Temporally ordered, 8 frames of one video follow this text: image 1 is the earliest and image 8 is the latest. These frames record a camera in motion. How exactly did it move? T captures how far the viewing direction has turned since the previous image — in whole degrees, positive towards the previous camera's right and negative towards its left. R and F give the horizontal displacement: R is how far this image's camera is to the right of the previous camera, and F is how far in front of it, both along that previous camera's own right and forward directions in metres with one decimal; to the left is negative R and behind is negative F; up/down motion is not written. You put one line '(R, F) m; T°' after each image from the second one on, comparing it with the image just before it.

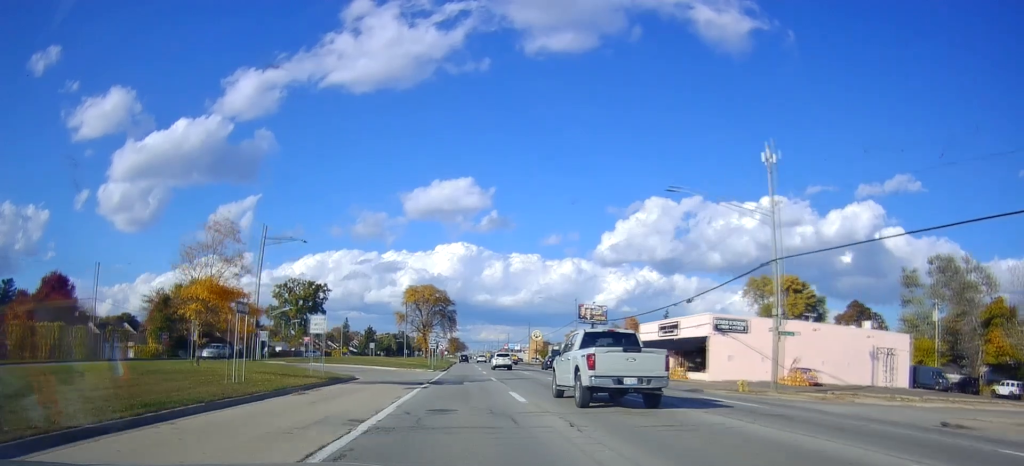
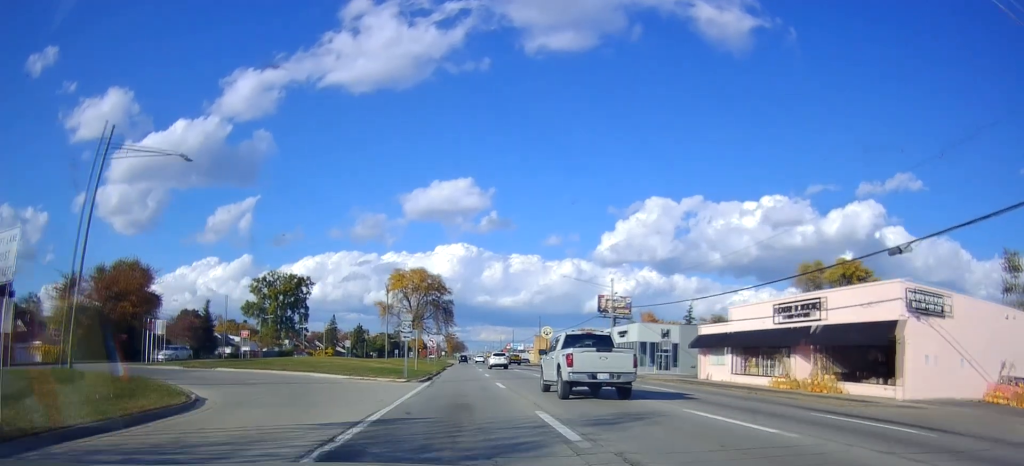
(-0.3, +23.5) m; 0°
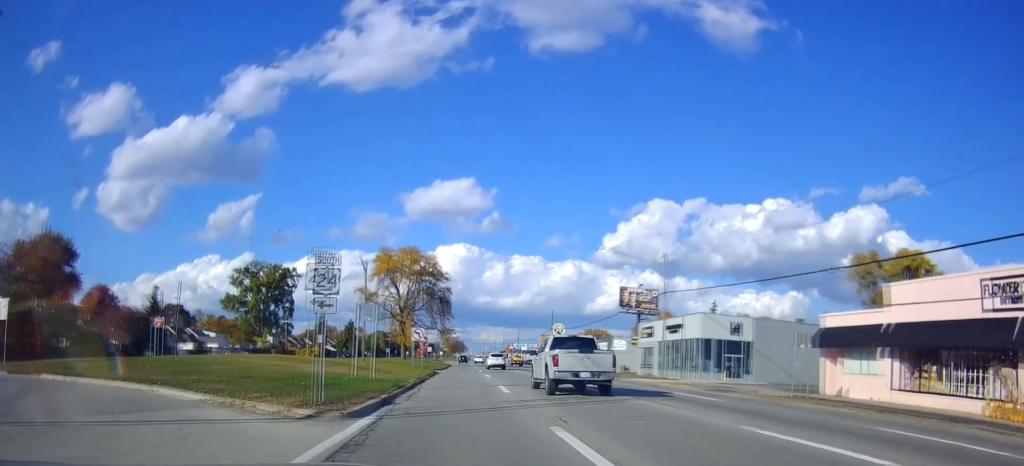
(+0.3, +18.3) m; +1°
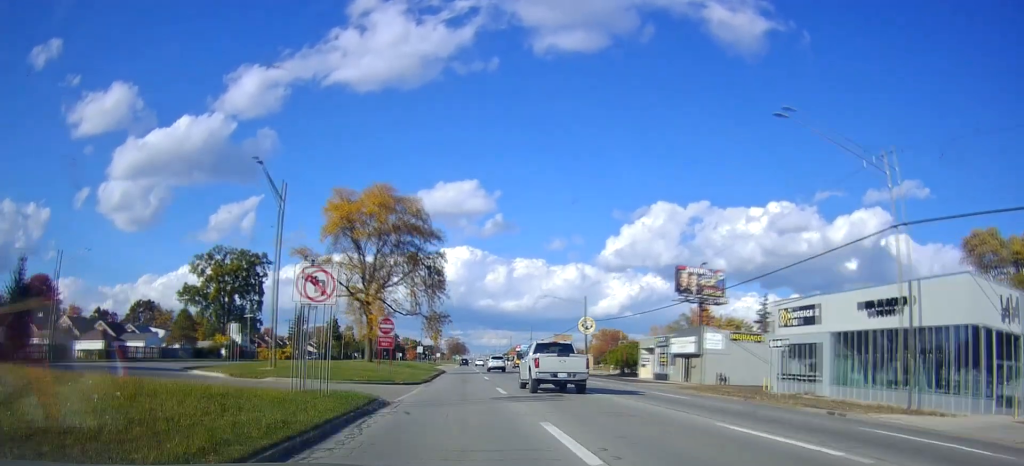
(+0.3, +30.2) m; 0°
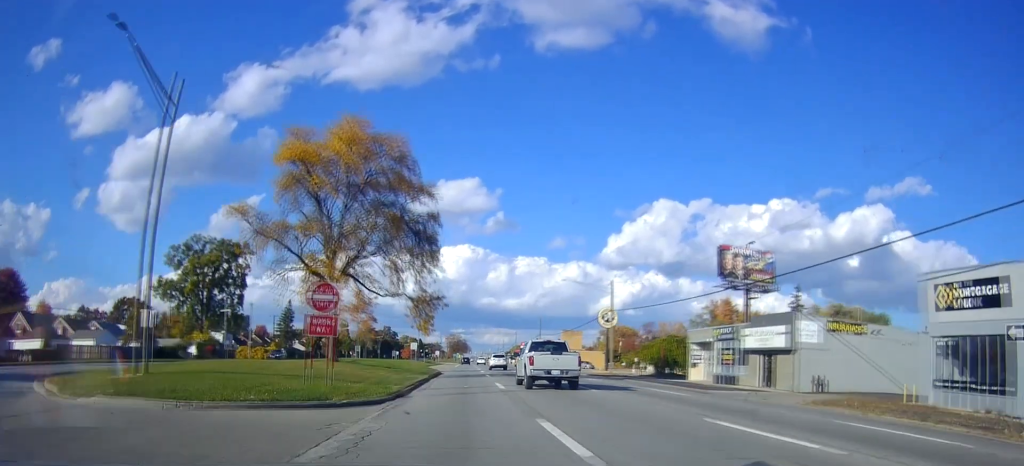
(-0.3, +14.6) m; 0°
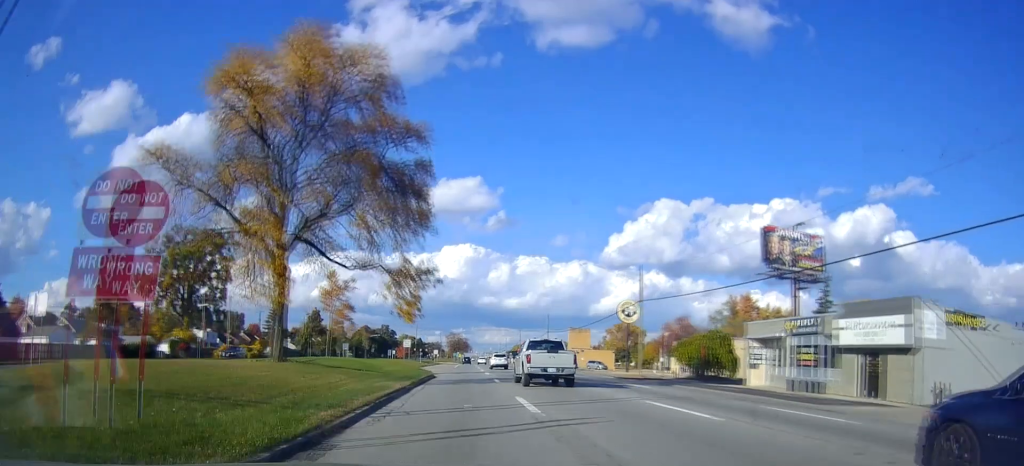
(+0.1, +11.2) m; 0°
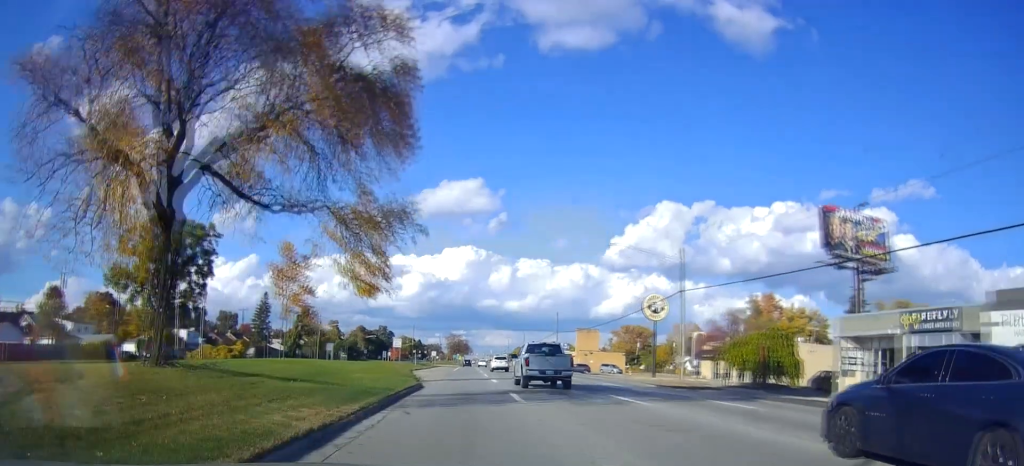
(+0.3, +11.3) m; -1°
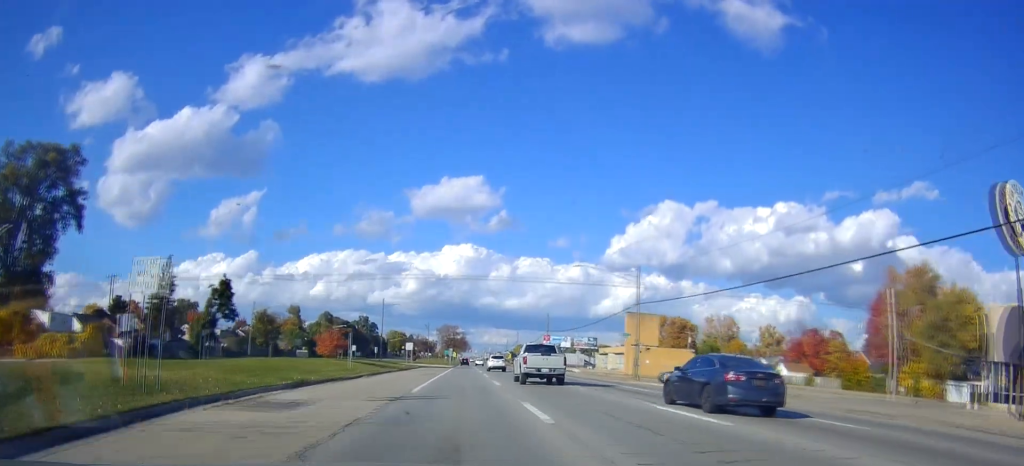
(-0.3, +52.0) m; 0°
